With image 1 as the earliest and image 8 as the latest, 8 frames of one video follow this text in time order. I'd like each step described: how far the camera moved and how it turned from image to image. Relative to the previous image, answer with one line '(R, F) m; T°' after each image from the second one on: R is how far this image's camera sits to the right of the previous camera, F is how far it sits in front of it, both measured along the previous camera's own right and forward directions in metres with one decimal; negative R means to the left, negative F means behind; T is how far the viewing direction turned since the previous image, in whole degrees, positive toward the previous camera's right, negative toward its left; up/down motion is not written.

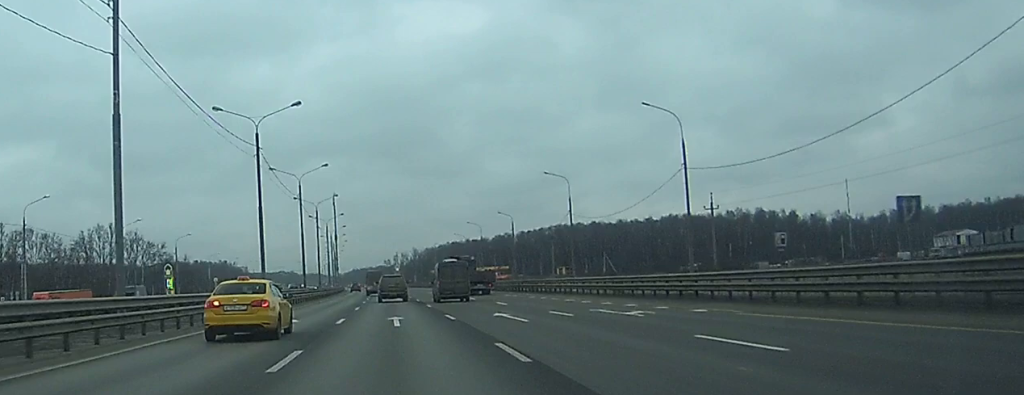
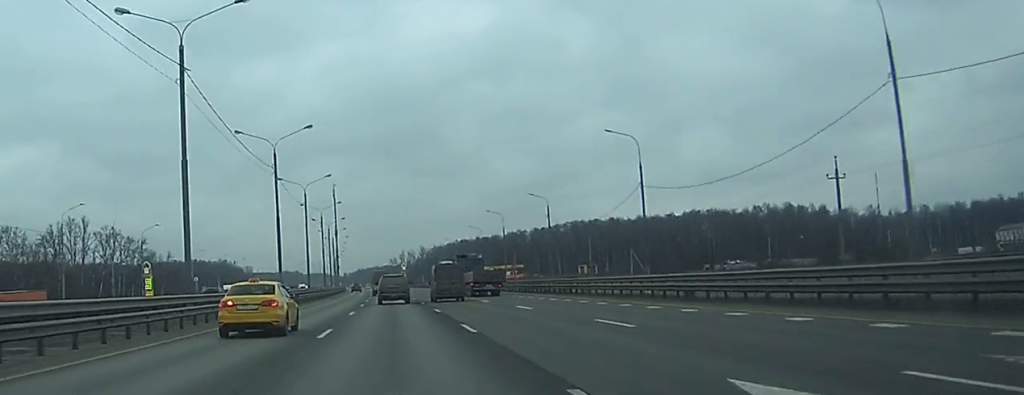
(-0.1, +23.7) m; 0°
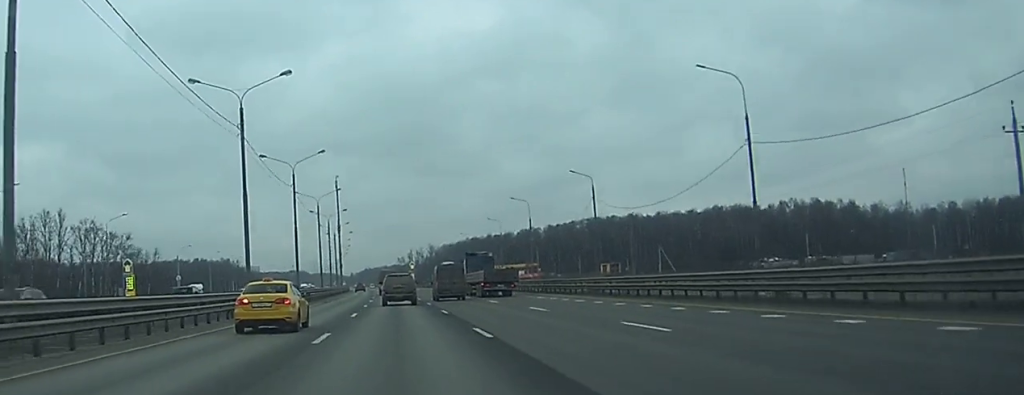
(0.0, +18.7) m; 0°
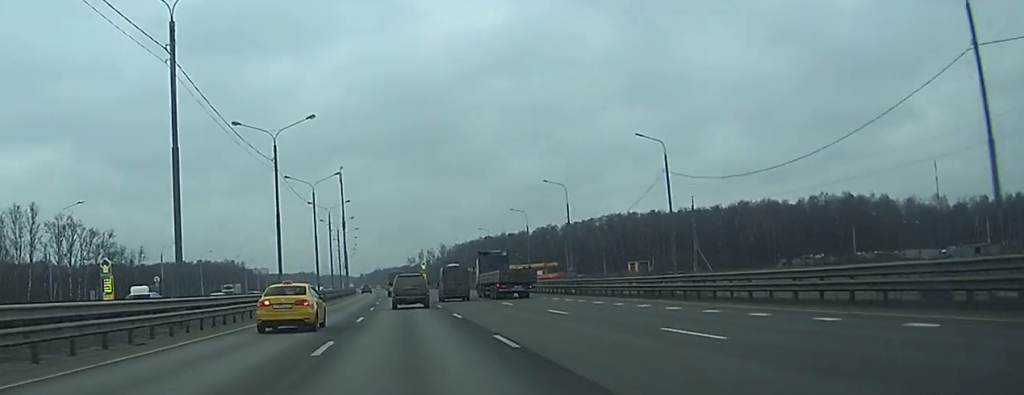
(-0.2, +18.8) m; -1°
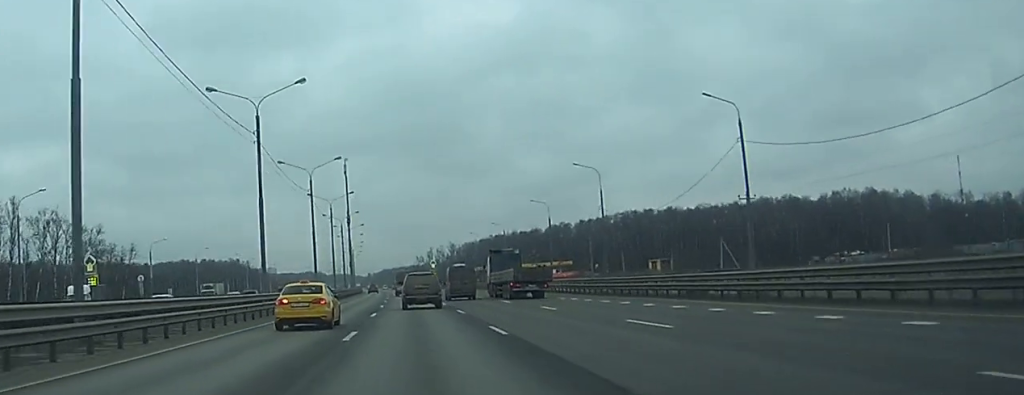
(0.0, +11.9) m; 0°
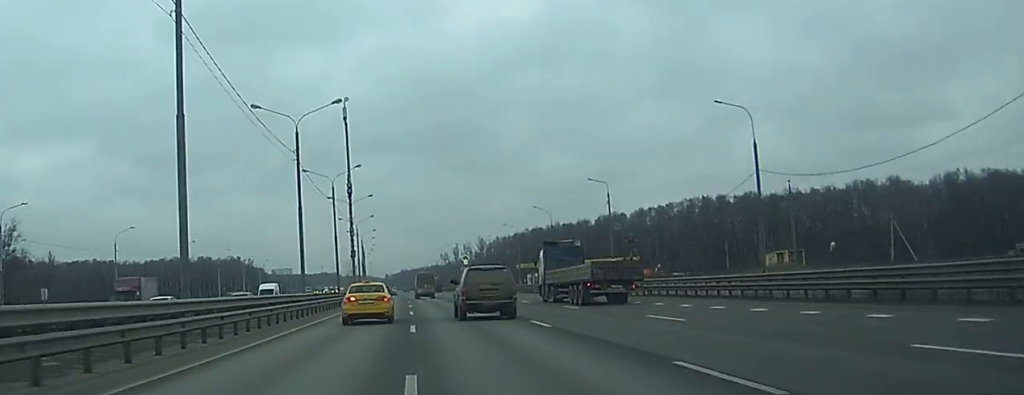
(-0.6, +60.8) m; -1°
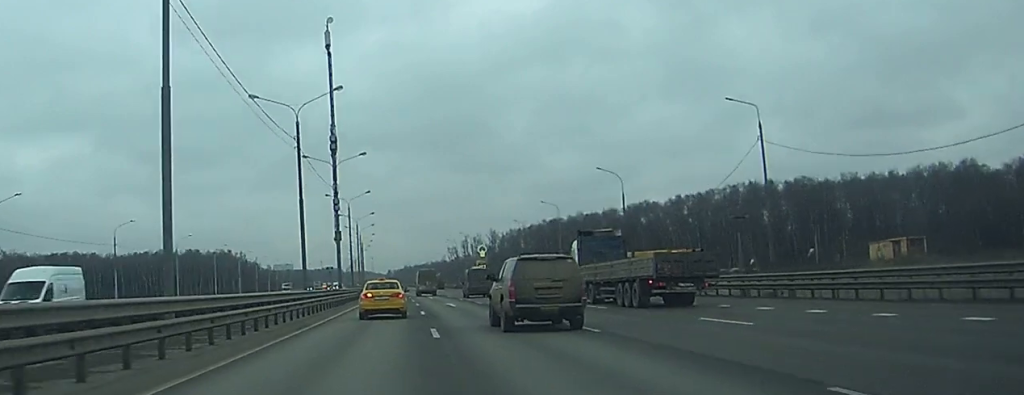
(-0.1, +35.9) m; 0°
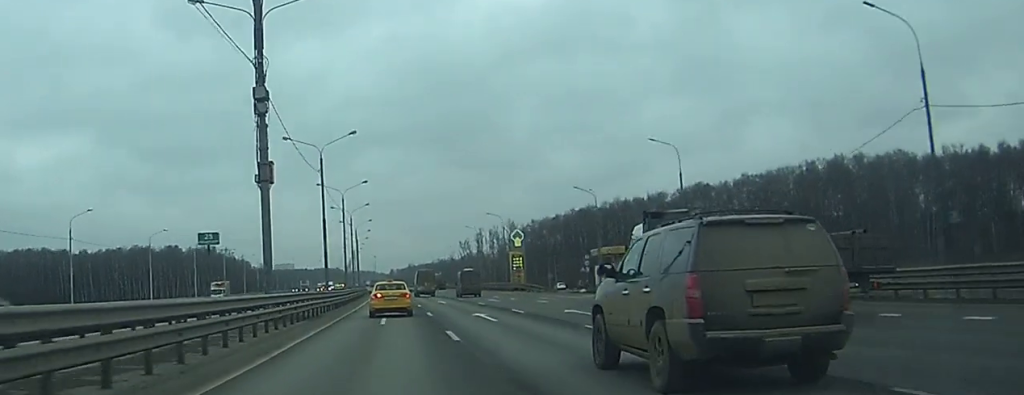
(-0.1, +48.6) m; 0°
